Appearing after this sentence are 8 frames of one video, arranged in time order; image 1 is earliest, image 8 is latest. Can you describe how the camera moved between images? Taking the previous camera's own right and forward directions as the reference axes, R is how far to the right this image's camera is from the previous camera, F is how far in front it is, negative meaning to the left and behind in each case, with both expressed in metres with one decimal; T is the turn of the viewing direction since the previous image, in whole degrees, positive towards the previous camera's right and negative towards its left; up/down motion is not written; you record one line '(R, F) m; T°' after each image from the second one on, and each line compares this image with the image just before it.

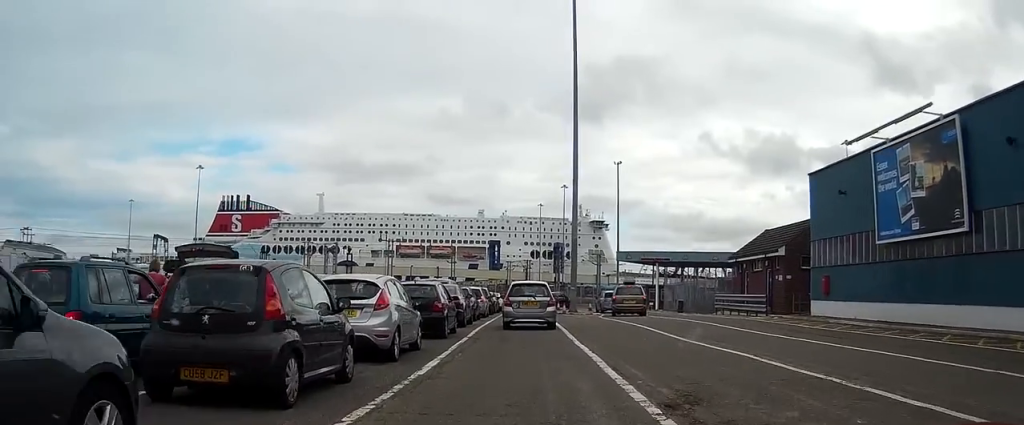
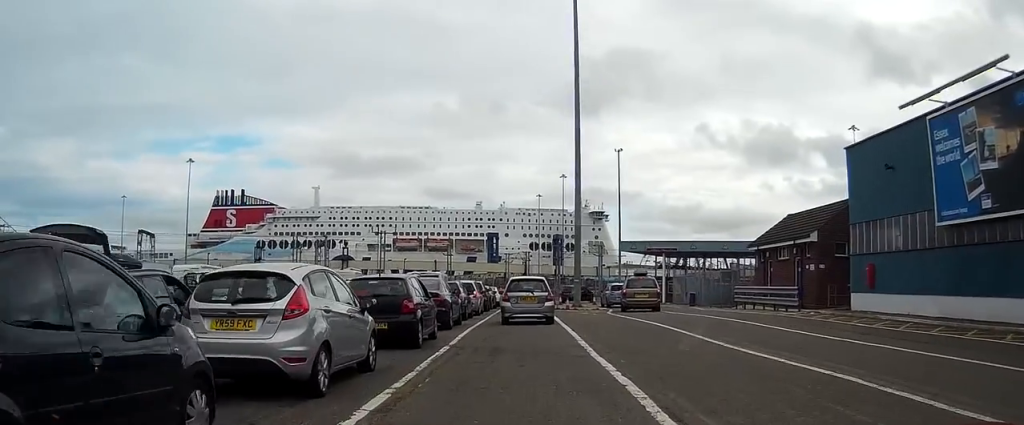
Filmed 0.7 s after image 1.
(0.0, +4.4) m; -1°
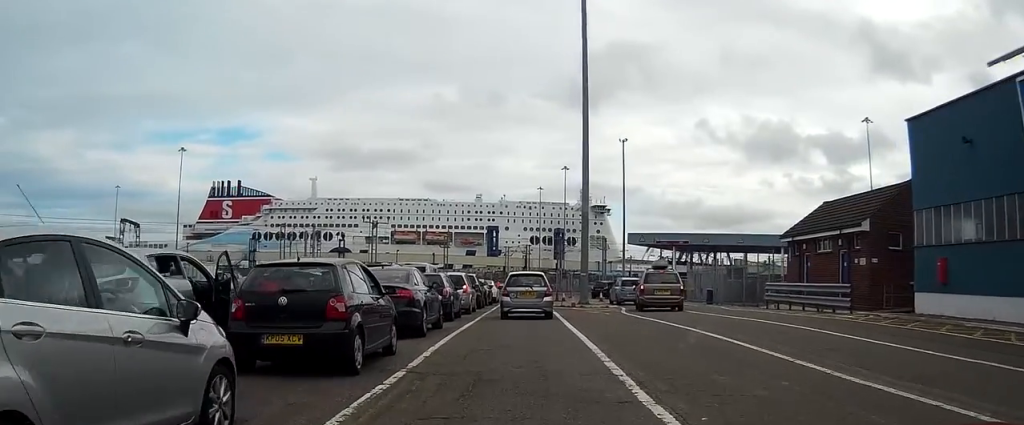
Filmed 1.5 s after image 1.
(0.0, +5.4) m; -1°
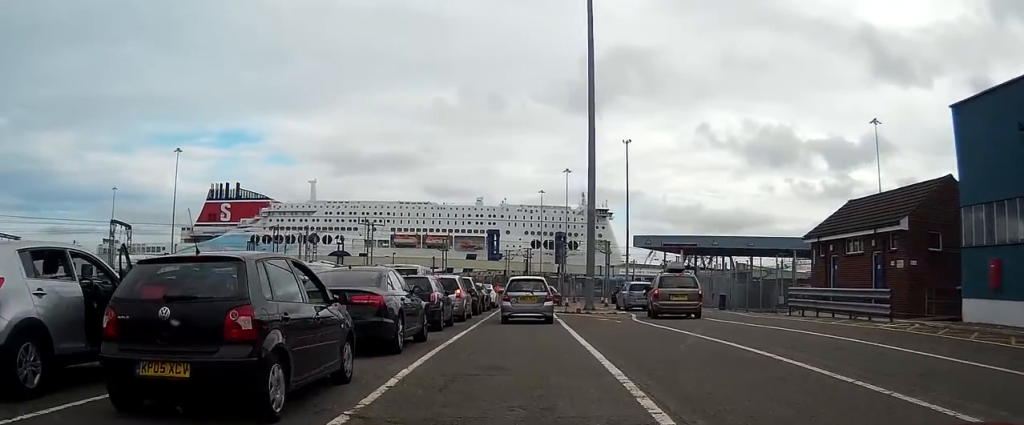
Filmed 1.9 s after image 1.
(0.0, +3.2) m; -1°
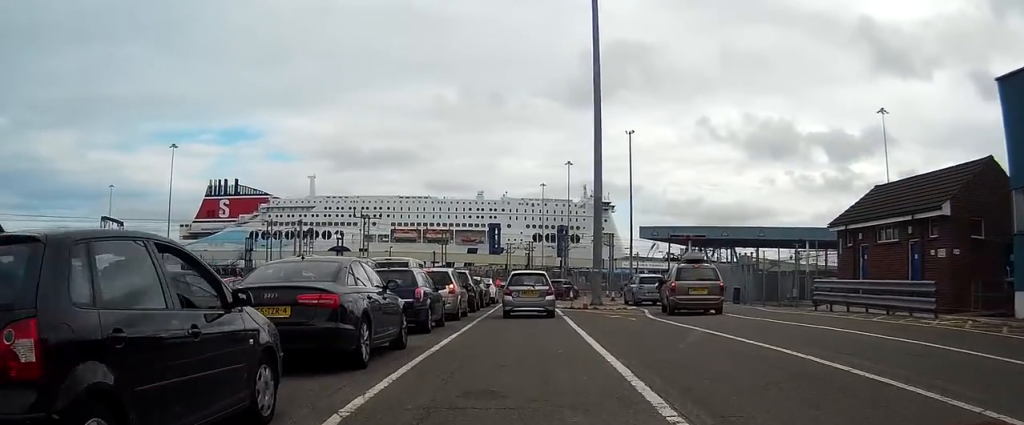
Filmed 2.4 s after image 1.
(0.0, +3.0) m; -1°
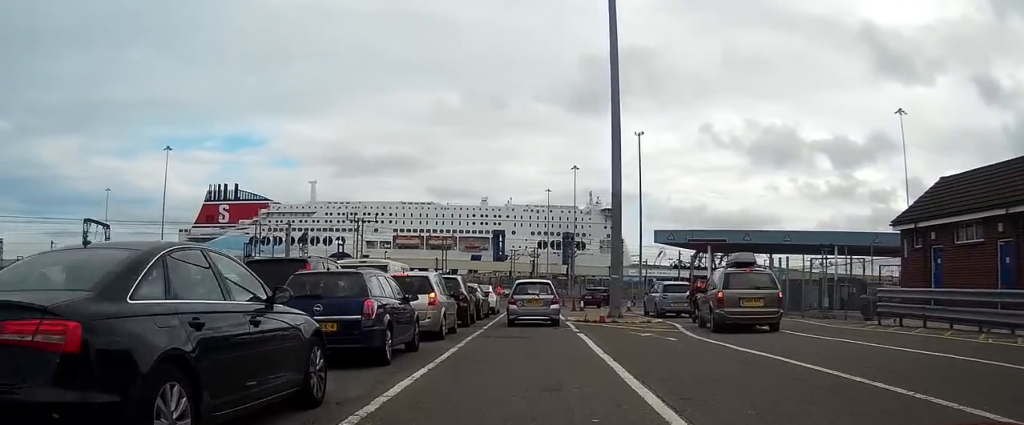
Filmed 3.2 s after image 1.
(0.0, +5.6) m; 0°
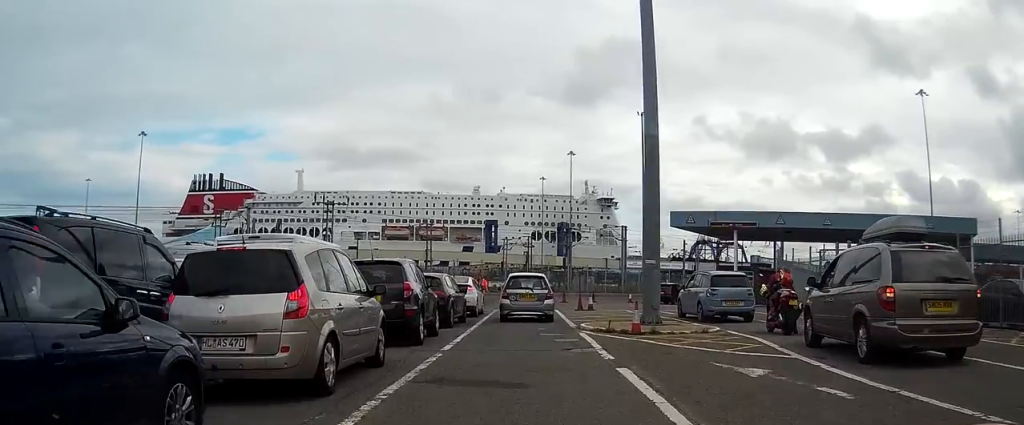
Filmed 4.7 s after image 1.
(+0.1, +9.6) m; 0°
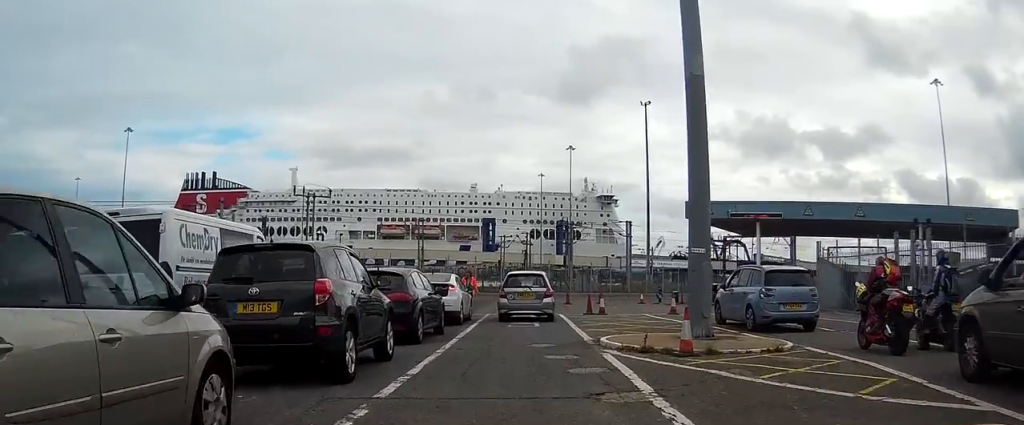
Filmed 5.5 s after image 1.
(0.0, +5.7) m; -1°
